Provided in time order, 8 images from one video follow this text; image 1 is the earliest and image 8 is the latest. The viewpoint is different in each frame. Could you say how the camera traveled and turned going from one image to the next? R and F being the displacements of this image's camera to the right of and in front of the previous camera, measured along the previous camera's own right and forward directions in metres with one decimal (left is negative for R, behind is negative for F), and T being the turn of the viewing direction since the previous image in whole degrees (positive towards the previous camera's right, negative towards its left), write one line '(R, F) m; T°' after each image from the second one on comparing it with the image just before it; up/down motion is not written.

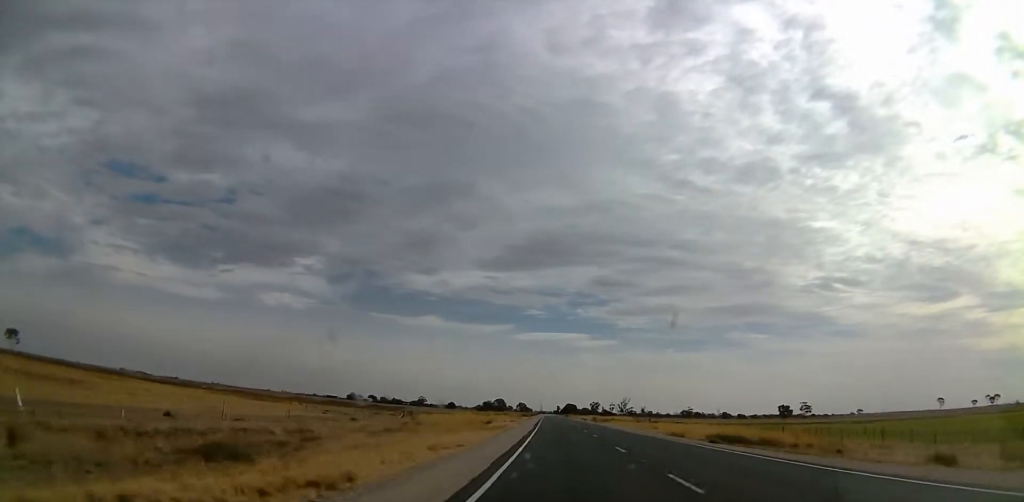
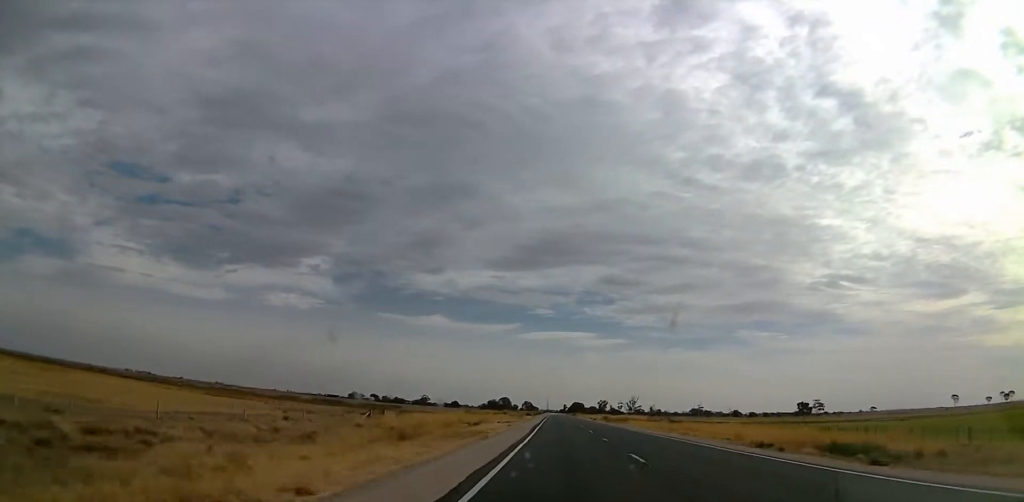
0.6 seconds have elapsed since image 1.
(+0.7, +17.1) m; 0°
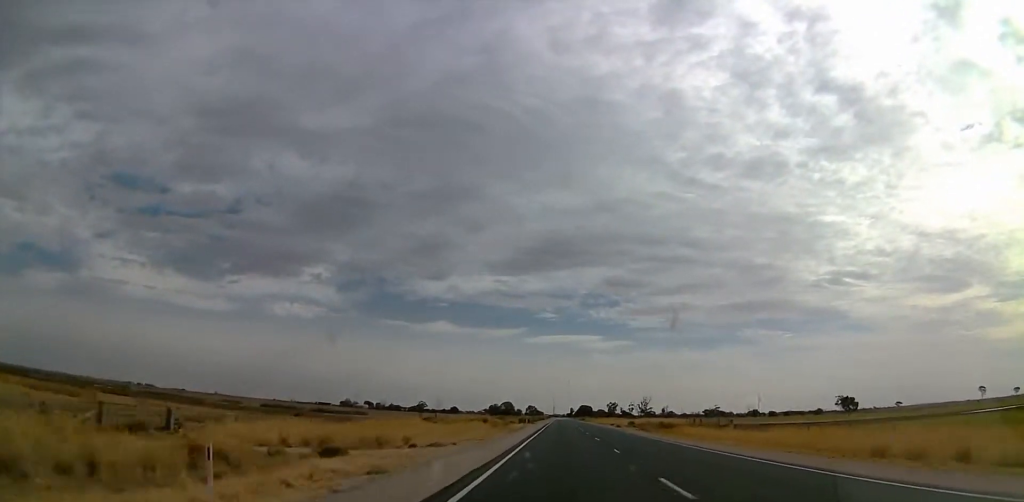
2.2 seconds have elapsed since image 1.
(-2.2, +42.1) m; -3°
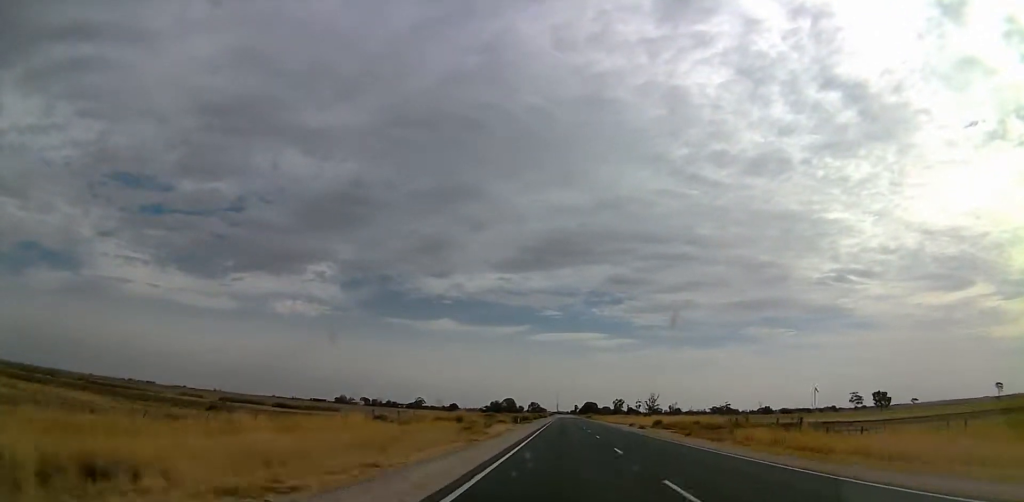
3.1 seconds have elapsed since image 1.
(0.0, +24.4) m; 0°
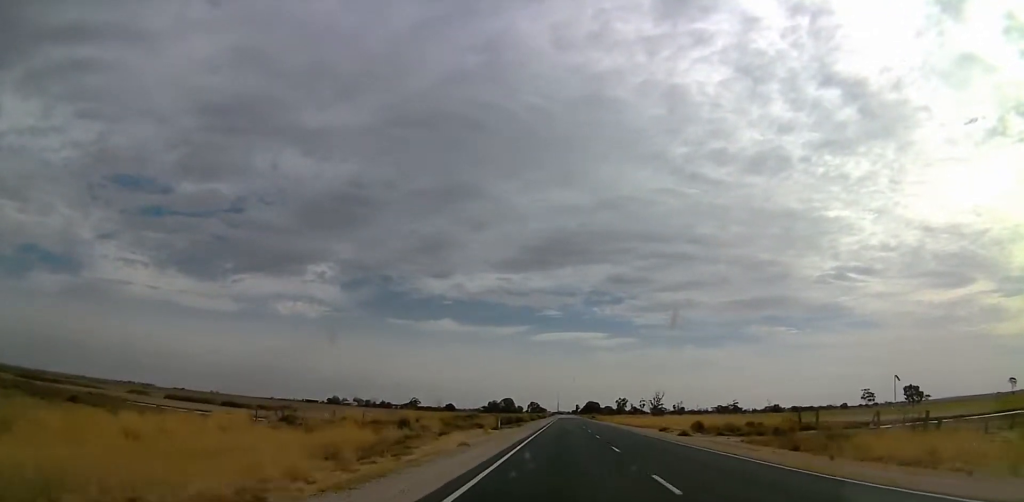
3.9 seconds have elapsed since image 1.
(0.0, +22.6) m; 0°
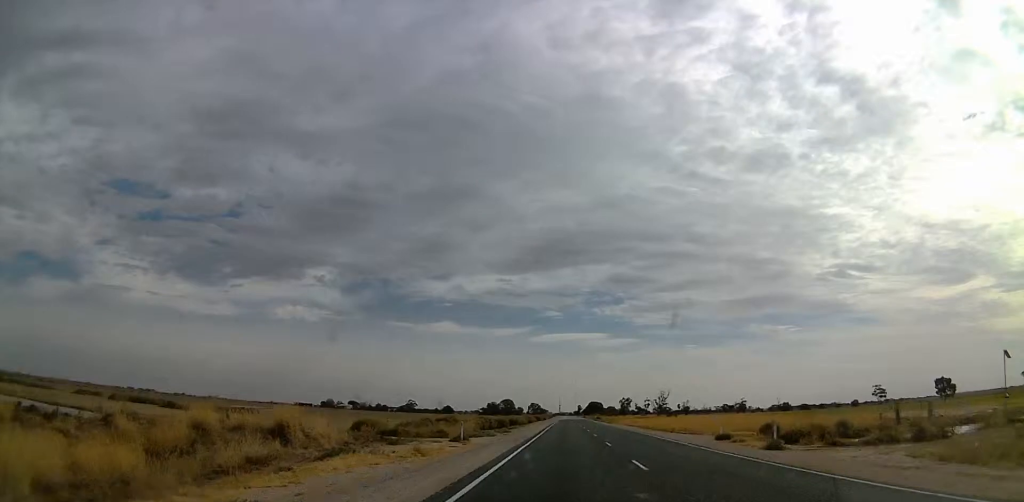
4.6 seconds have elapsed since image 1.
(0.0, +18.9) m; 0°
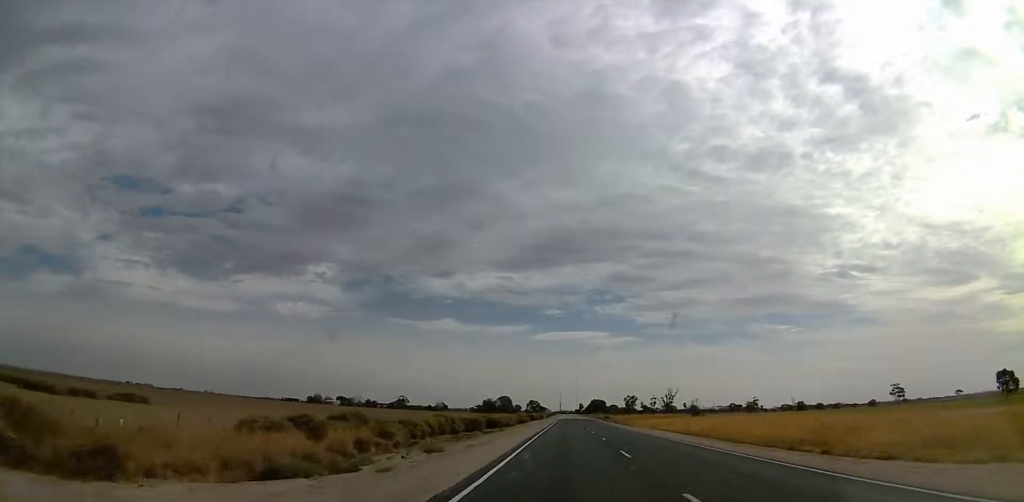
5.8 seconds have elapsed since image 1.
(0.0, +31.4) m; 0°
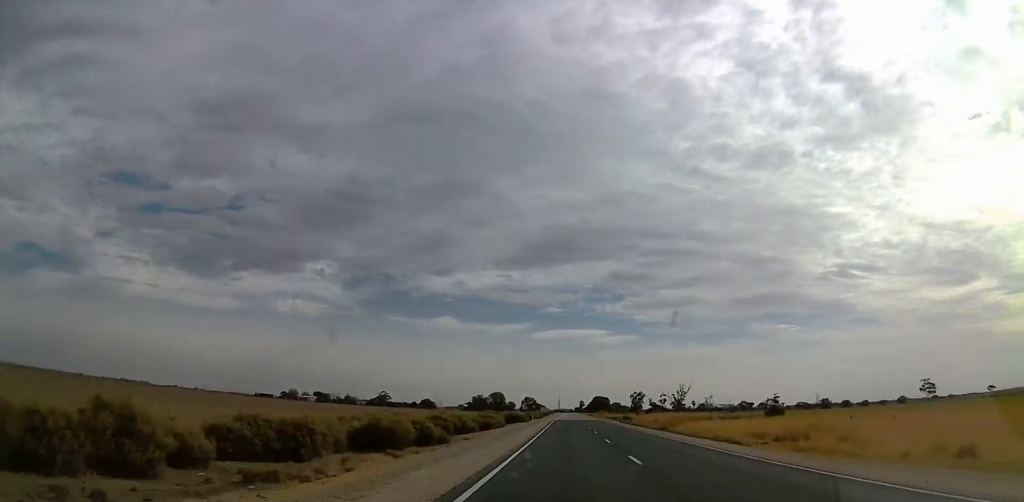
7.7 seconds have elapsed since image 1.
(0.0, +49.7) m; 0°
